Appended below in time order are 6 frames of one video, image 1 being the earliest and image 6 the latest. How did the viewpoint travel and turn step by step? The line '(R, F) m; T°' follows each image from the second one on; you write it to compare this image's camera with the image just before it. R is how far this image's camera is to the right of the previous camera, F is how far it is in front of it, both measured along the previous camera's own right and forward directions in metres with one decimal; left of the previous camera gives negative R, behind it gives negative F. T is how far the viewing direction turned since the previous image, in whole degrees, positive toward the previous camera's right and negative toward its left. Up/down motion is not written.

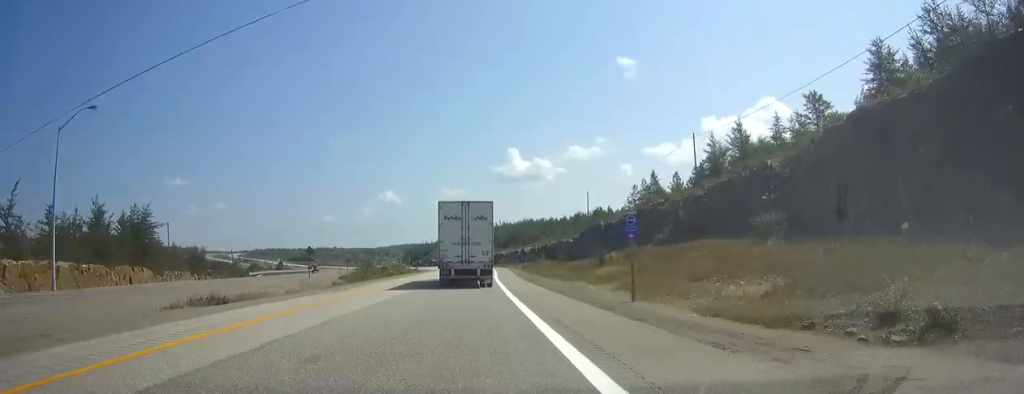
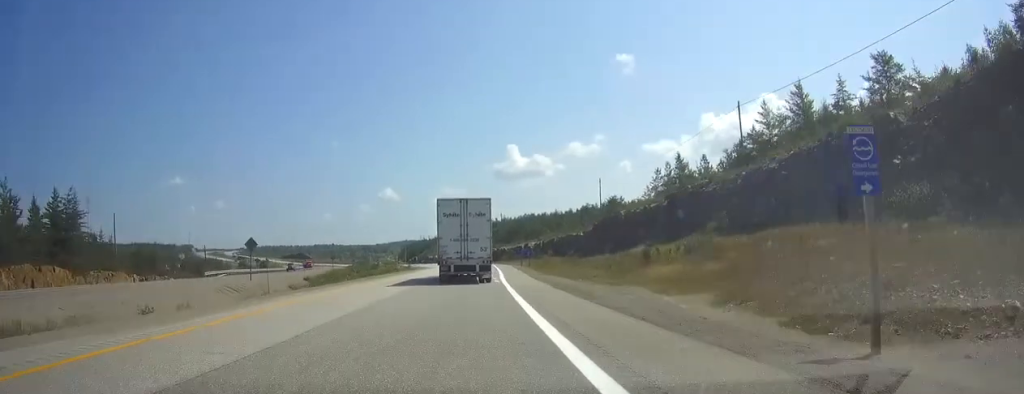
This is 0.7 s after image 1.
(0.0, +17.8) m; 0°
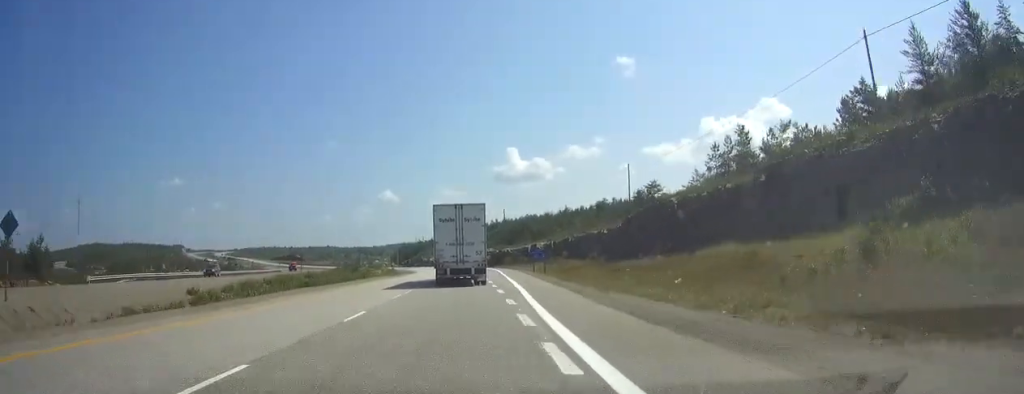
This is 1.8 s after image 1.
(0.0, +29.2) m; 0°
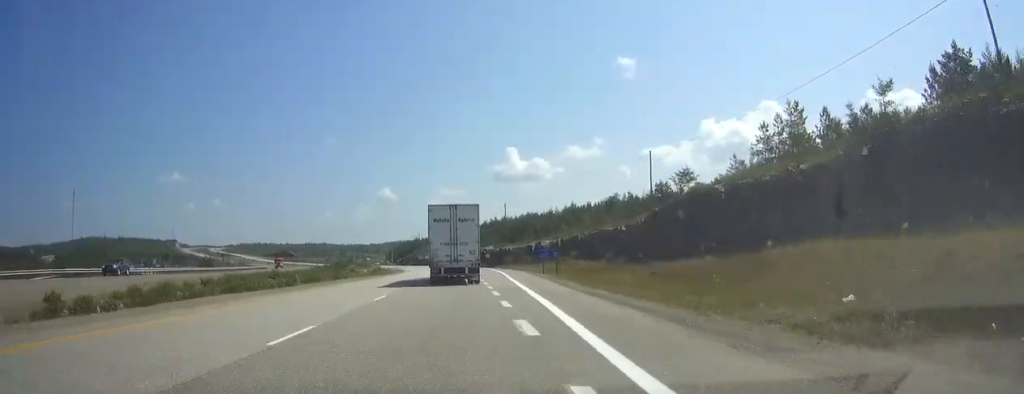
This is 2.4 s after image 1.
(0.0, +15.8) m; 0°
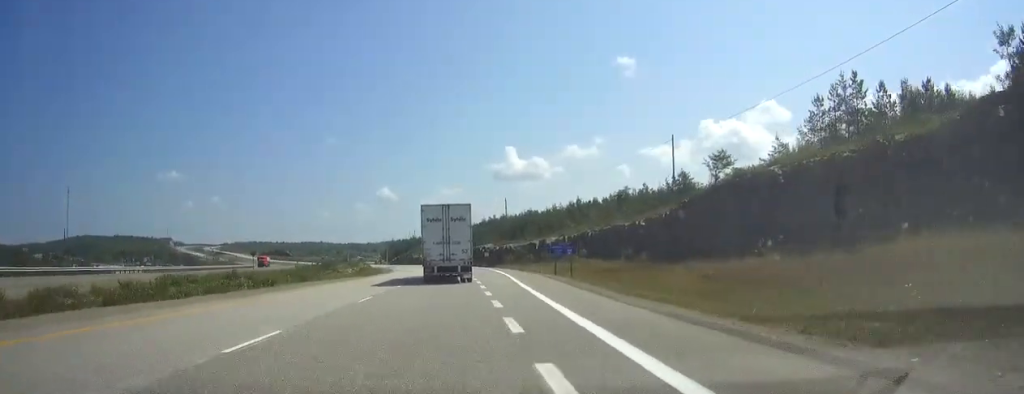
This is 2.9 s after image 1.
(0.0, +13.1) m; 0°
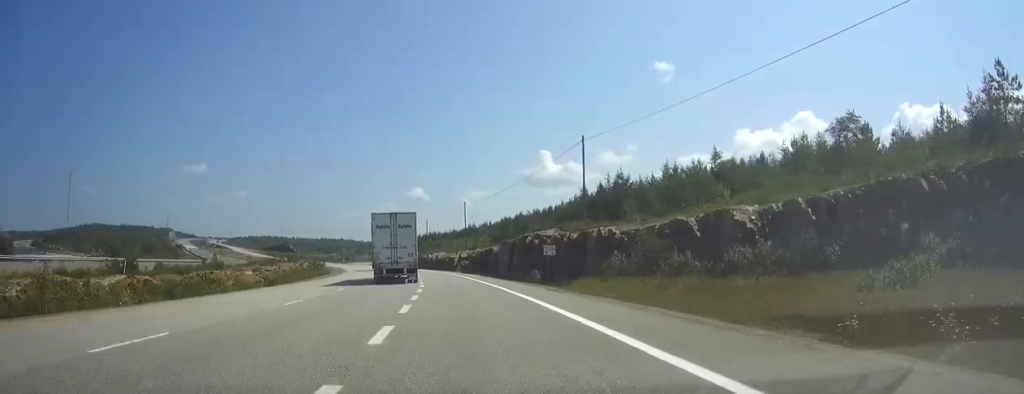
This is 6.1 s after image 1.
(-0.7, +84.6) m; -2°
